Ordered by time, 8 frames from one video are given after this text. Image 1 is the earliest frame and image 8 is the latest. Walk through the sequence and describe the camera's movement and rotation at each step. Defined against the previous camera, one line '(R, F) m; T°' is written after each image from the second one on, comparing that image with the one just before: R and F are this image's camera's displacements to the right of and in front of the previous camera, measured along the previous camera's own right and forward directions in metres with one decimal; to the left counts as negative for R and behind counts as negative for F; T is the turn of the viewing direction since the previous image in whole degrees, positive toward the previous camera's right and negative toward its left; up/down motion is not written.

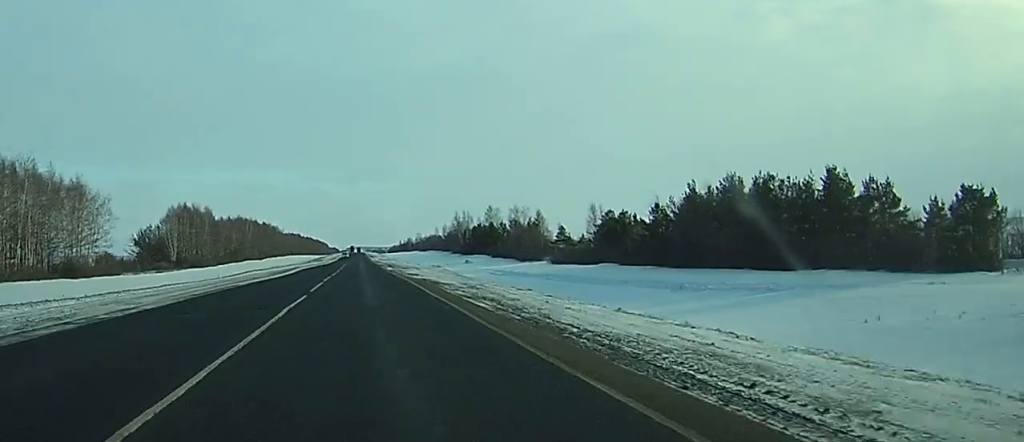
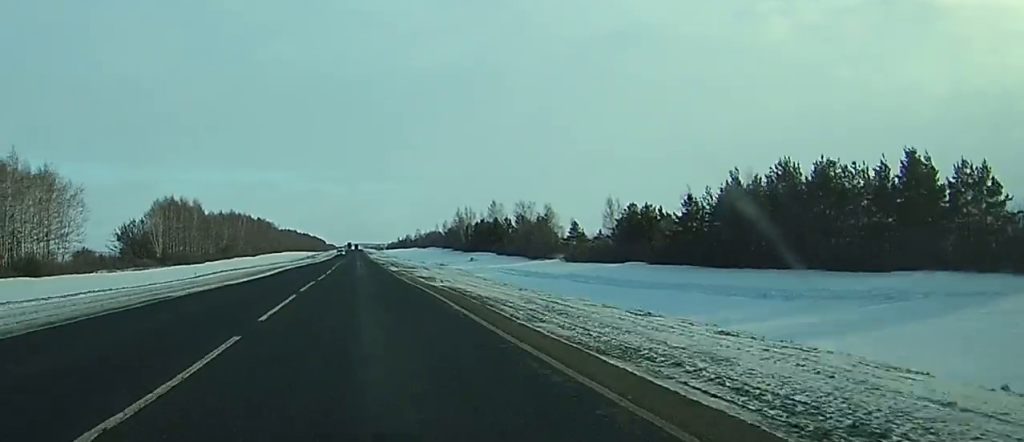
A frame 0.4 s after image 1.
(+0.1, +14.0) m; 0°
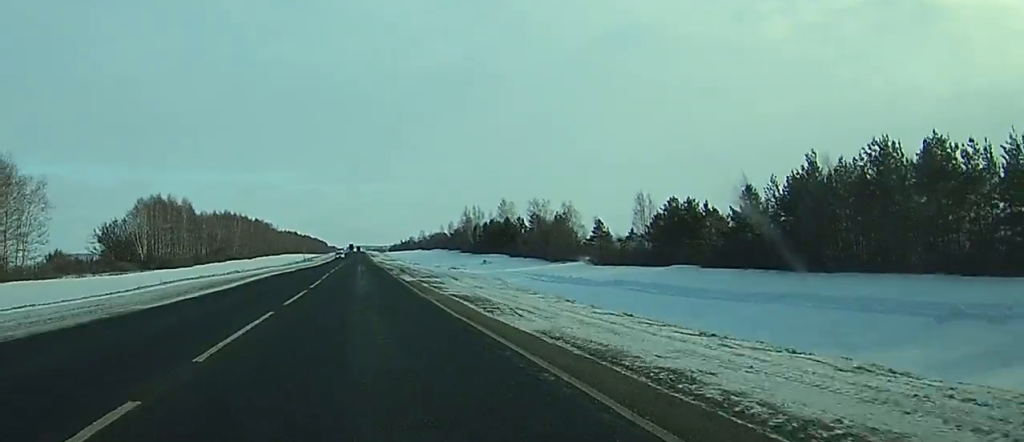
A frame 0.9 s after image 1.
(-0.1, +17.5) m; 0°
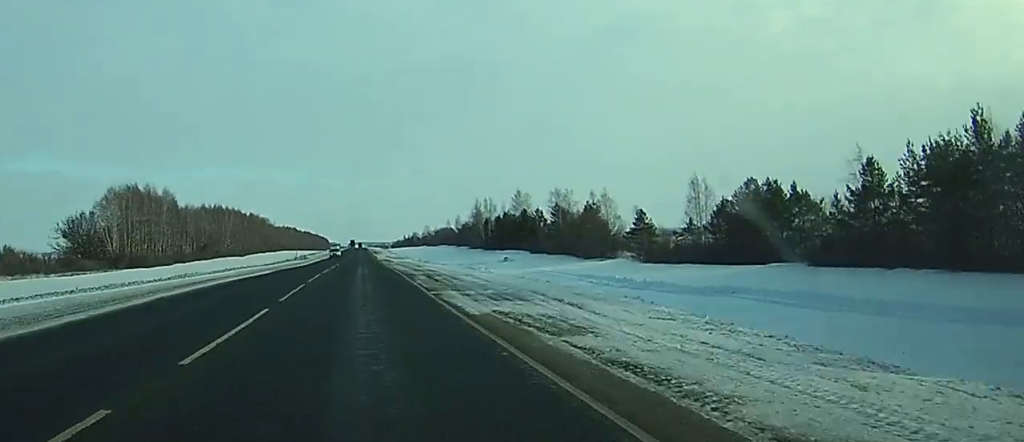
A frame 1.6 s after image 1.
(-0.1, +24.4) m; 0°
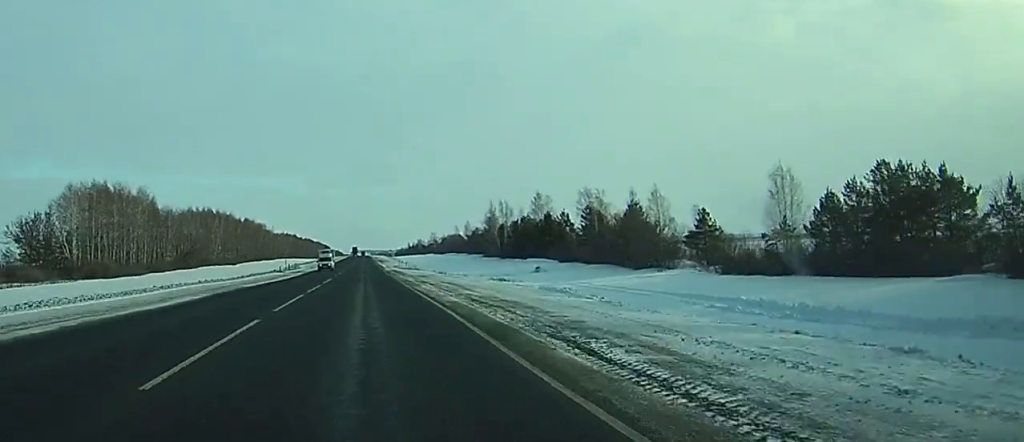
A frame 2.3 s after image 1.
(0.0, +25.5) m; 0°
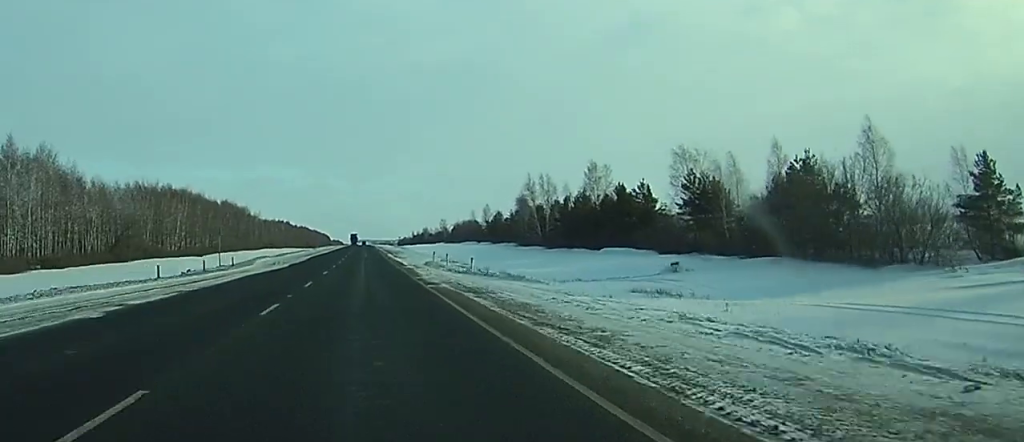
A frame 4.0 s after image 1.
(0.0, +56.9) m; 0°
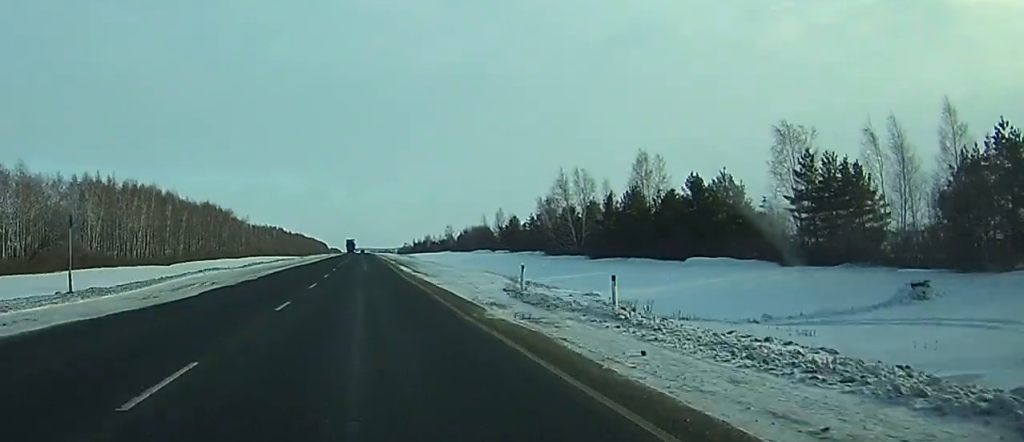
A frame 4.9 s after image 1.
(0.0, +33.8) m; 0°
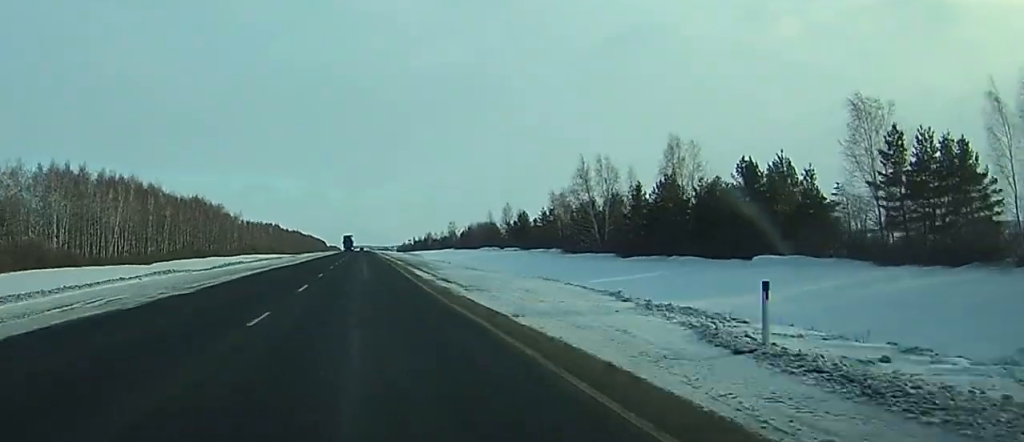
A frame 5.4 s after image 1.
(0.0, +16.4) m; 0°
